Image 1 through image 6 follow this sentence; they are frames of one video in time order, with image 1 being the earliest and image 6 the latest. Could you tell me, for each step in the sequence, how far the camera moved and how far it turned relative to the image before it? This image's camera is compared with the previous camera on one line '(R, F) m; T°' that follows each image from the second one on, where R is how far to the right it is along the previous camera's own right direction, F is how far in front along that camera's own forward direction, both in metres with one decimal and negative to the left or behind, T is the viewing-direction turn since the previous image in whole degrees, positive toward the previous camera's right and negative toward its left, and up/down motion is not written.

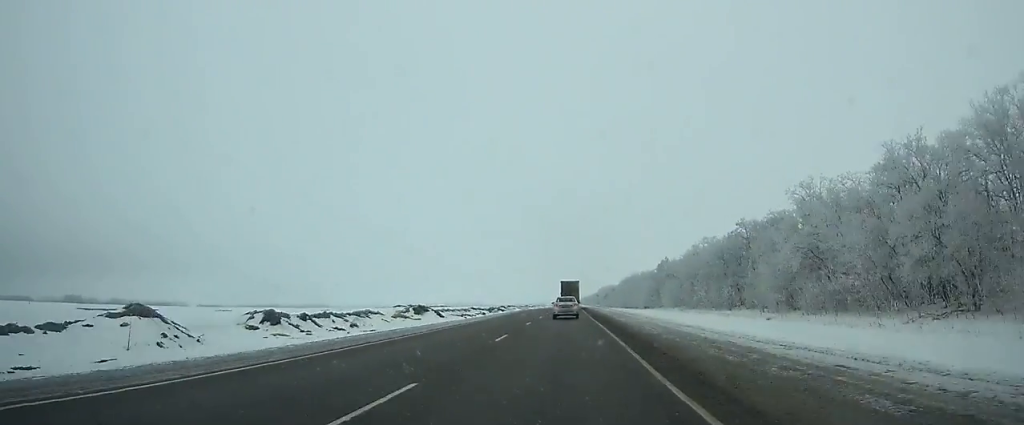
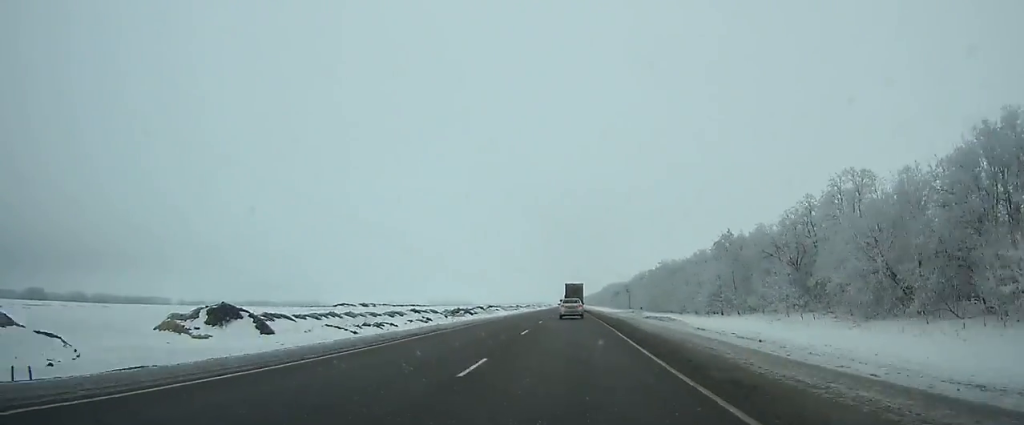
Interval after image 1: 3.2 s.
(+0.1, +69.6) m; 0°
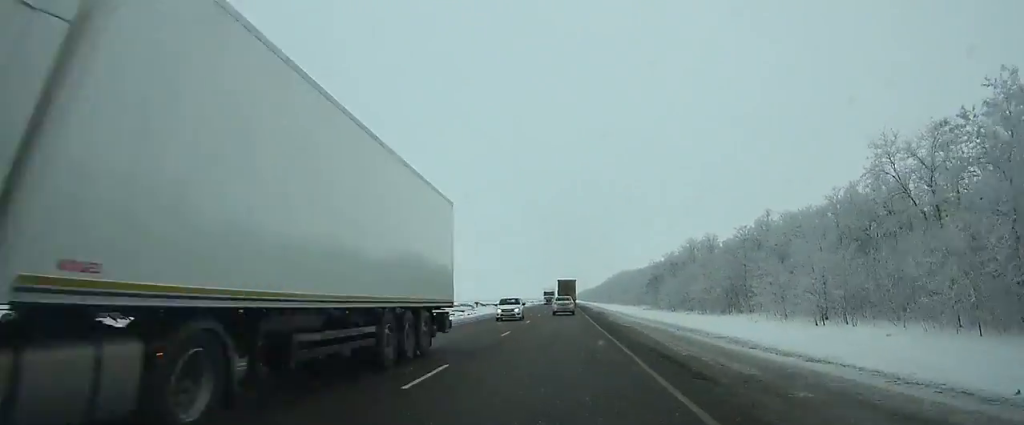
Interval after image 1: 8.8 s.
(+0.5, +124.0) m; 0°
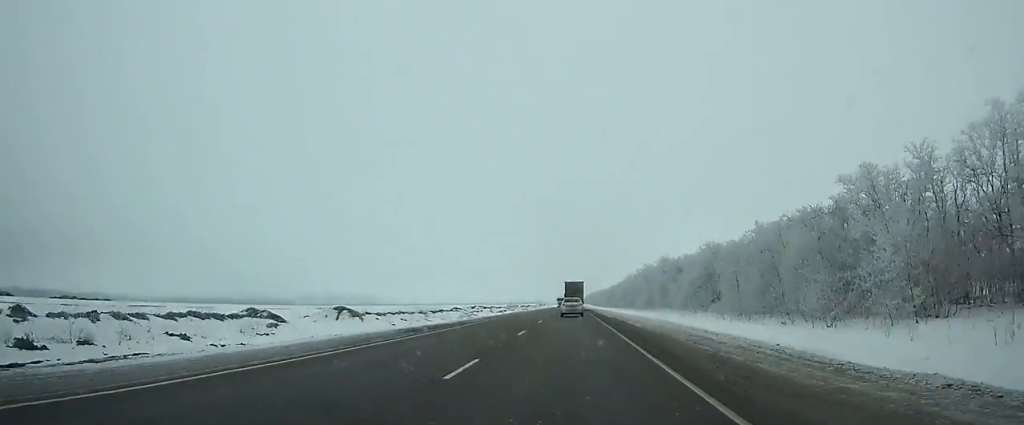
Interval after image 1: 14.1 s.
(-0.4, +119.5) m; 0°
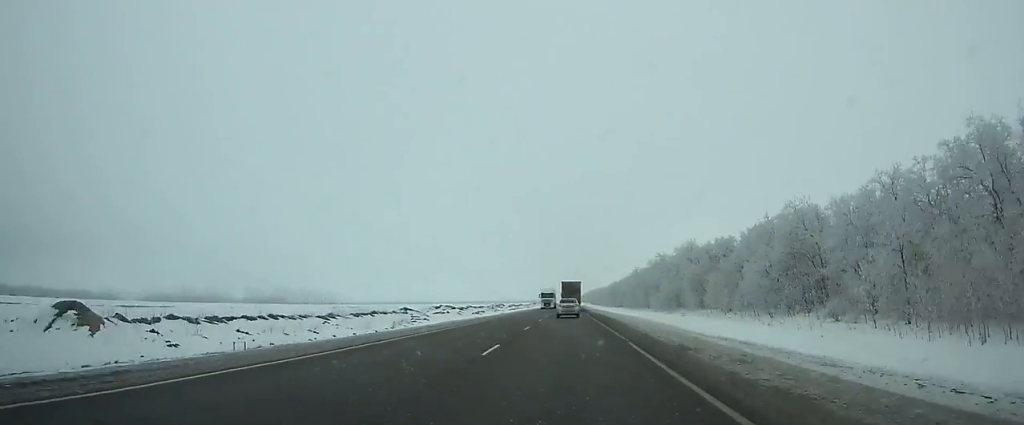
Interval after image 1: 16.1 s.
(0.0, +45.5) m; 0°
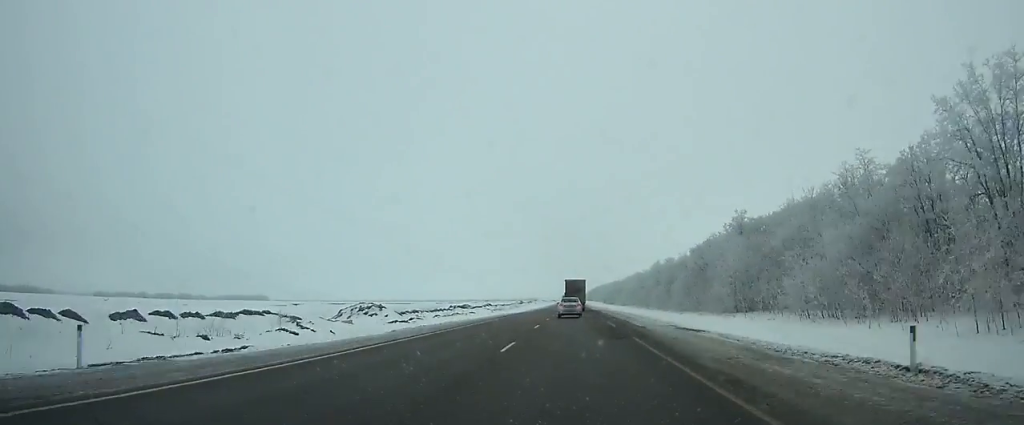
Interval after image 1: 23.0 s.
(-0.1, +156.6) m; 0°
